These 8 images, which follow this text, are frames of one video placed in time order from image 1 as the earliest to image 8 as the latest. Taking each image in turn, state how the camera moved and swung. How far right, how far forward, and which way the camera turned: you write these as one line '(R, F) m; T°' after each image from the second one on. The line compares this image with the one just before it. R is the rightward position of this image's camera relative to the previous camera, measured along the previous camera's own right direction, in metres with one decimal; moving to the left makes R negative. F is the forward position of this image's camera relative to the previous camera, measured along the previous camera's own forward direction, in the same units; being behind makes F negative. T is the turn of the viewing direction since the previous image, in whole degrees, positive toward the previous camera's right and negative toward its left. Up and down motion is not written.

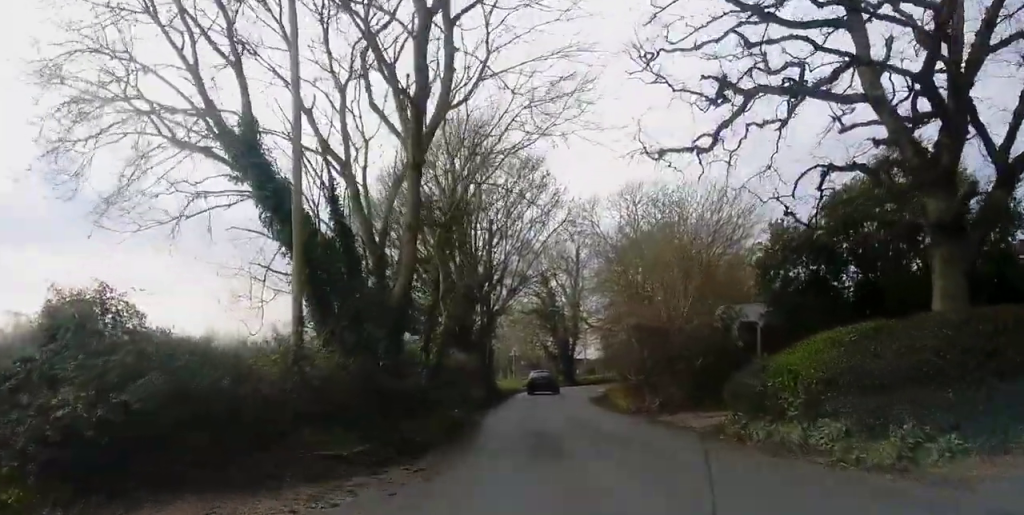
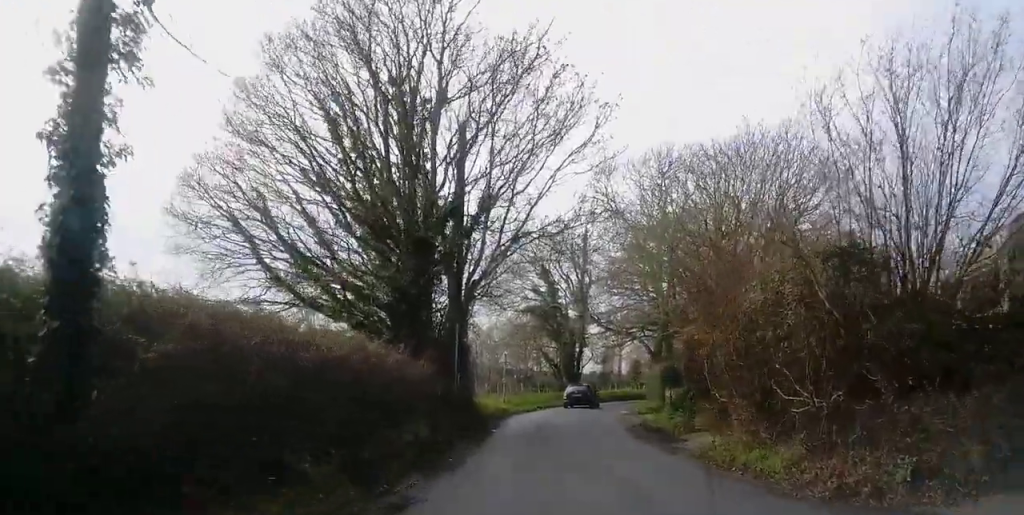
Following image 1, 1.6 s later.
(-0.7, +16.0) m; -2°
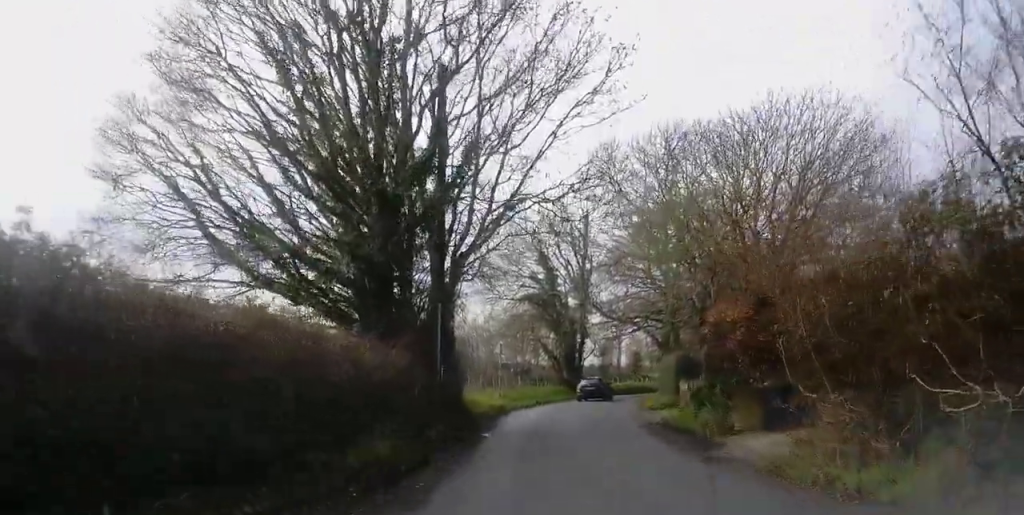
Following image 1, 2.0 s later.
(+0.1, +4.1) m; +1°
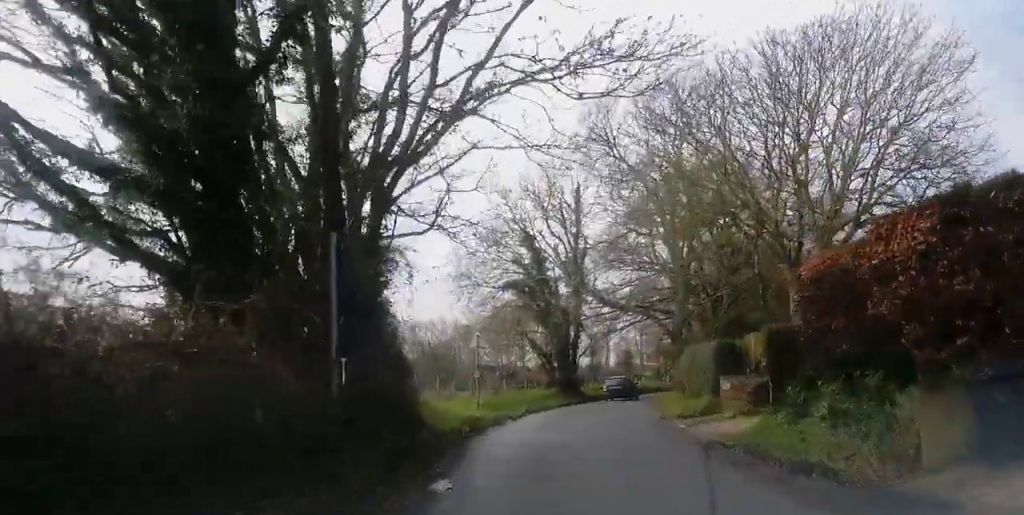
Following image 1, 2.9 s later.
(+0.4, +9.0) m; +2°
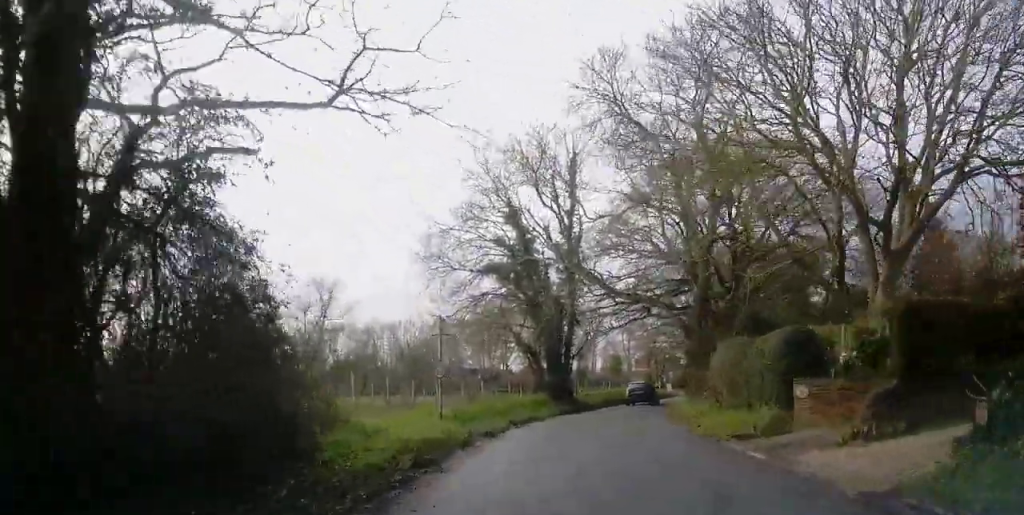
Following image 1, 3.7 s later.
(0.0, +8.5) m; -2°
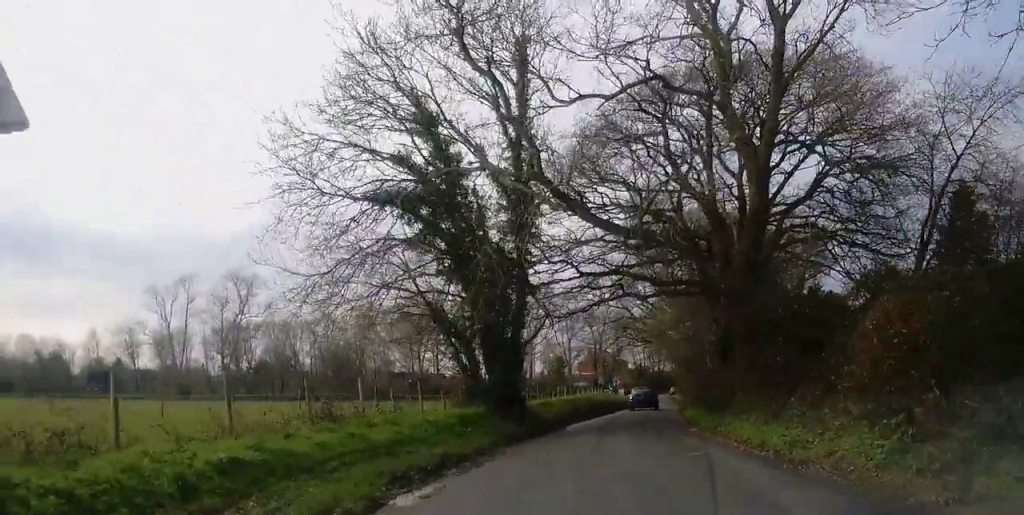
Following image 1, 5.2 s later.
(+0.1, +15.6) m; +7°
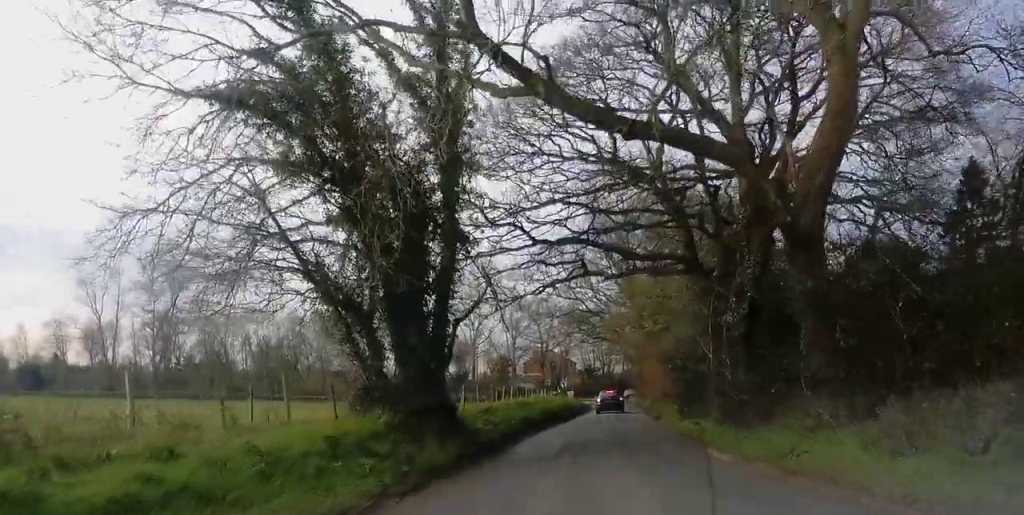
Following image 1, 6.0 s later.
(+0.6, +8.7) m; +6°
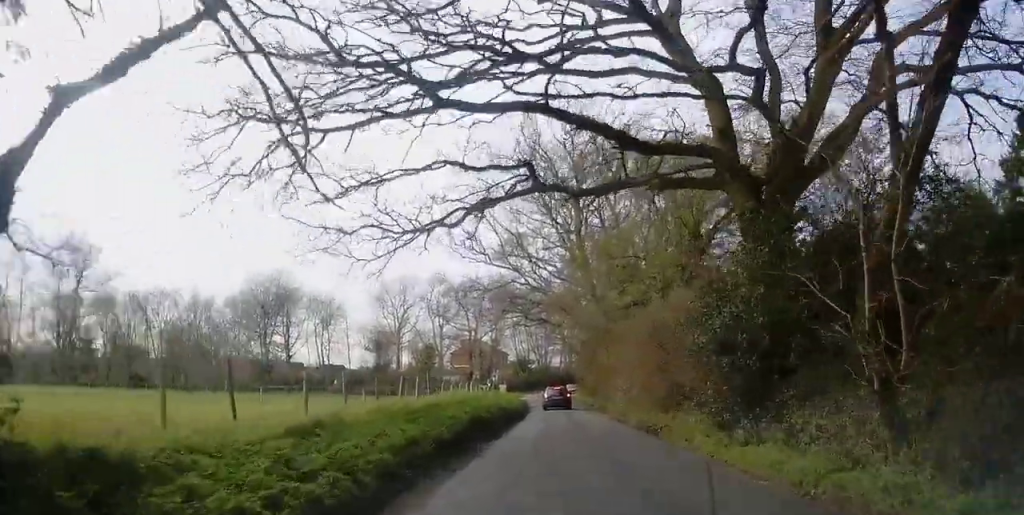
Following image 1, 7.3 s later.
(+0.5, +14.4) m; +4°
